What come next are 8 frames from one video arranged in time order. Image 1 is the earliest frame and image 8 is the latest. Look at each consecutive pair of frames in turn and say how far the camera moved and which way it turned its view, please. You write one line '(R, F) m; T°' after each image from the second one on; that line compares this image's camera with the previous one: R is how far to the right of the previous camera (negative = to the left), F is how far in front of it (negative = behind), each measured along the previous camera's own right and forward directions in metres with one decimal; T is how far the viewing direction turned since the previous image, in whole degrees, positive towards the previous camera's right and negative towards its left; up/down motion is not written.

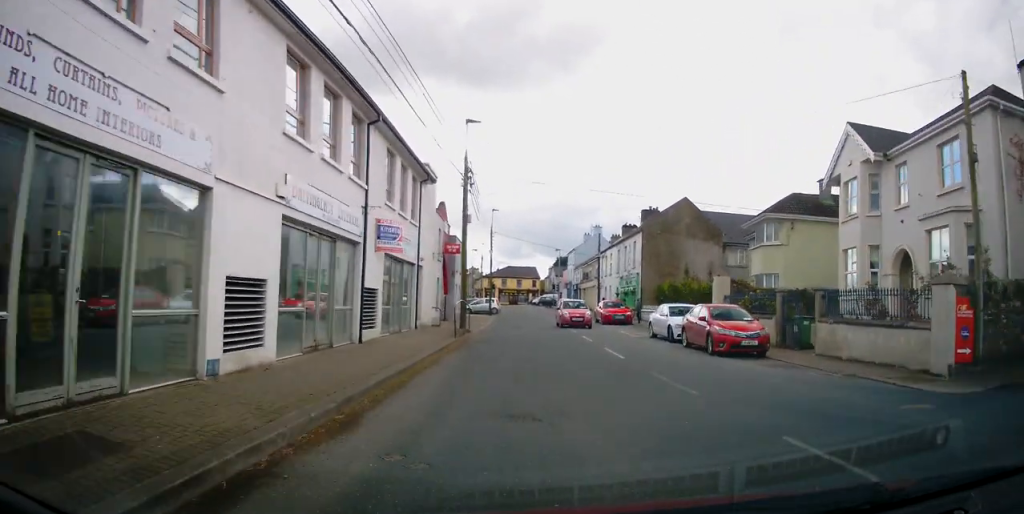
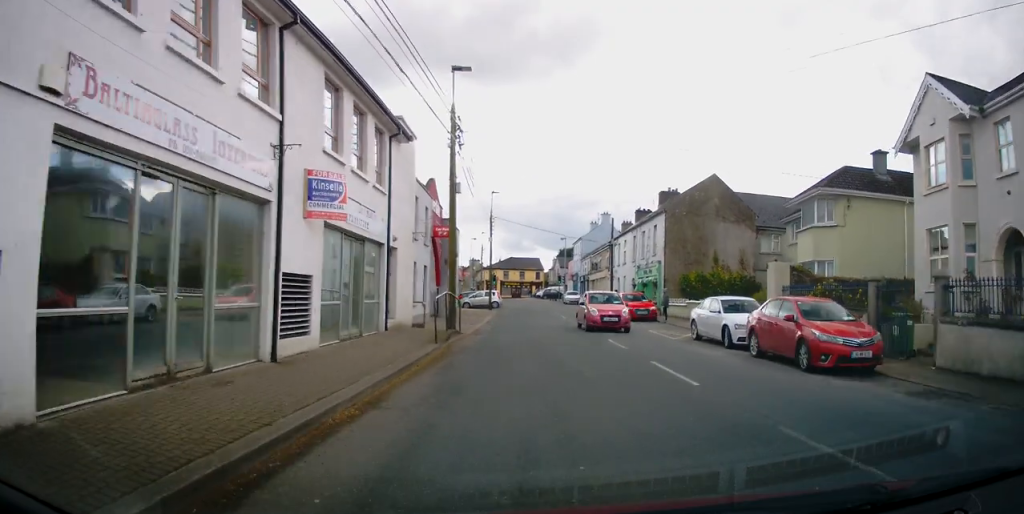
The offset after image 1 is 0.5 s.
(+0.1, +5.7) m; 0°
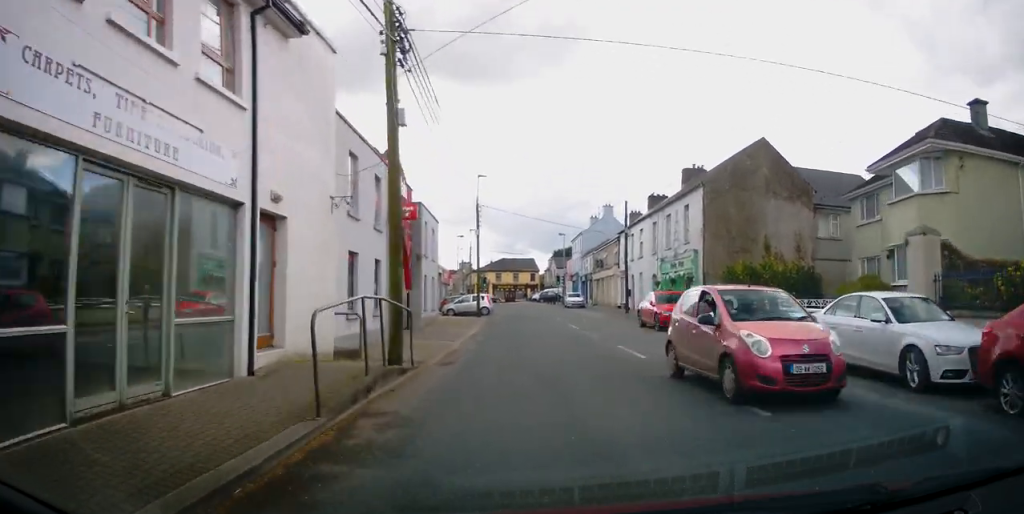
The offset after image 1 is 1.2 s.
(+0.1, +8.6) m; 0°
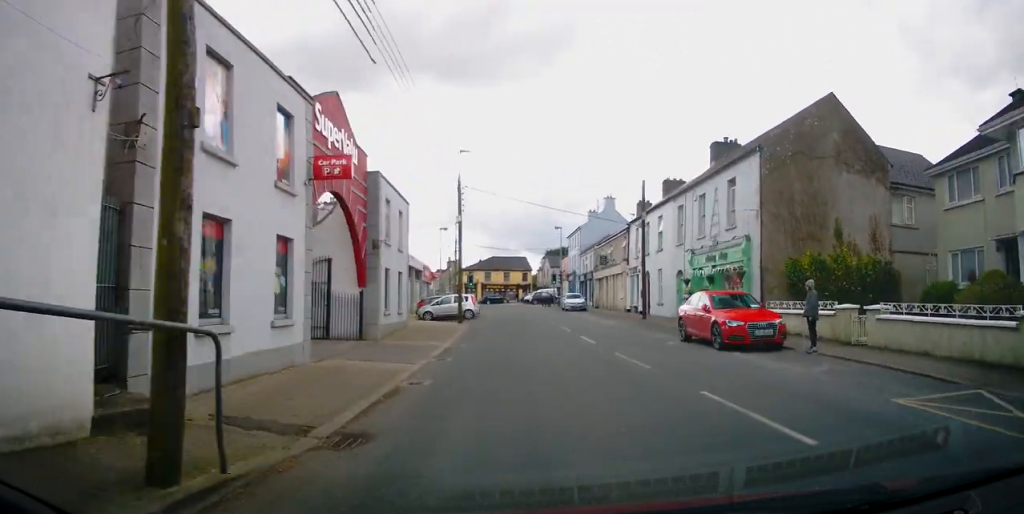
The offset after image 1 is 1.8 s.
(-0.1, +7.4) m; 0°
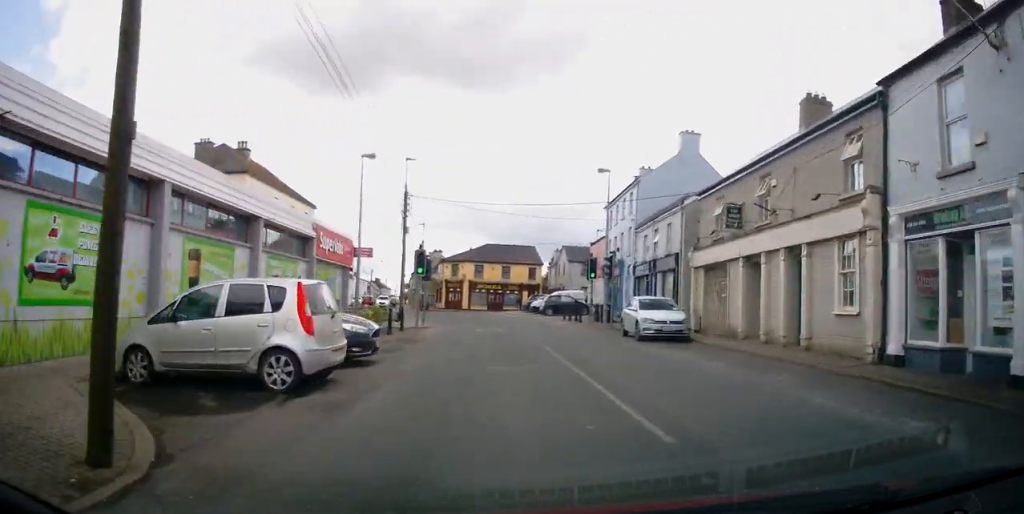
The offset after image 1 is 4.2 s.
(+0.3, +29.5) m; 0°
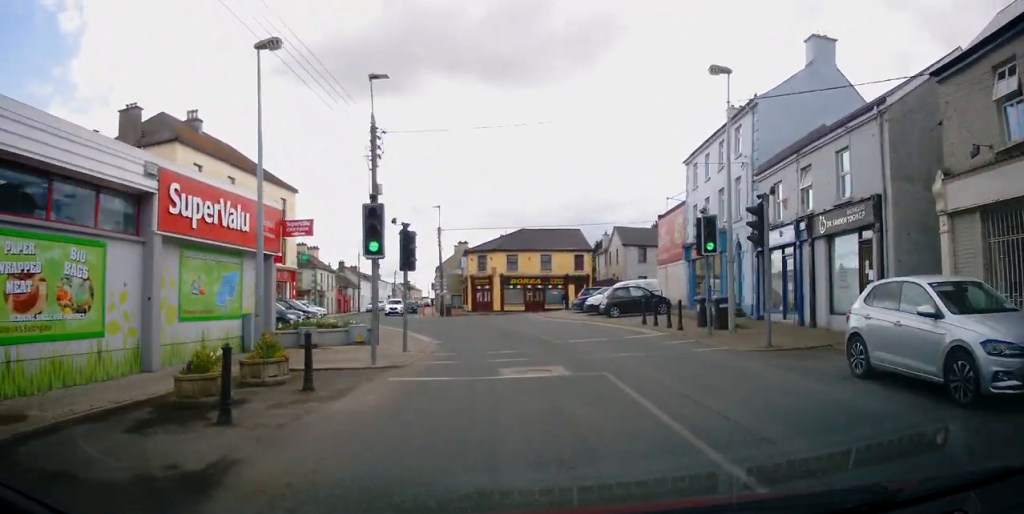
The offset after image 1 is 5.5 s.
(-0.2, +14.1) m; -2°
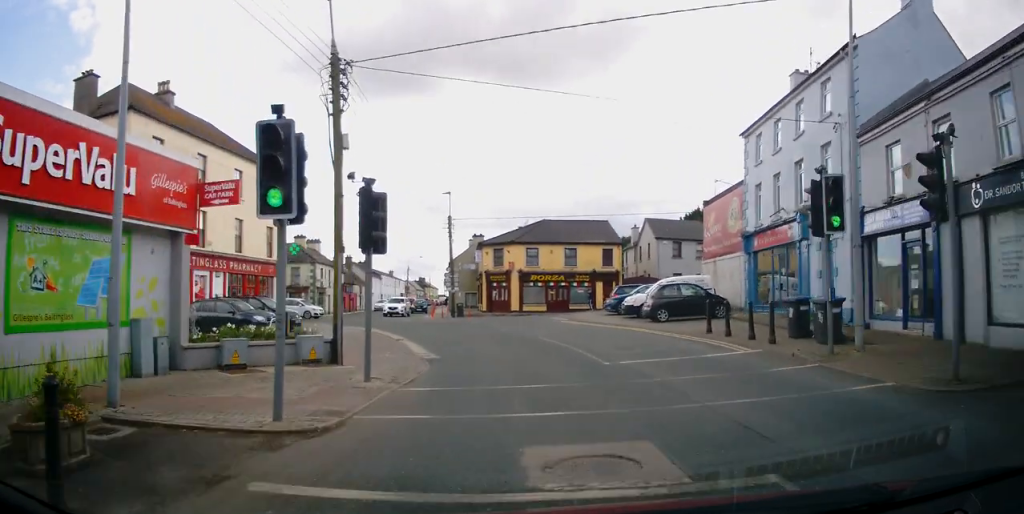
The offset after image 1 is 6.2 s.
(-0.1, +6.7) m; -1°
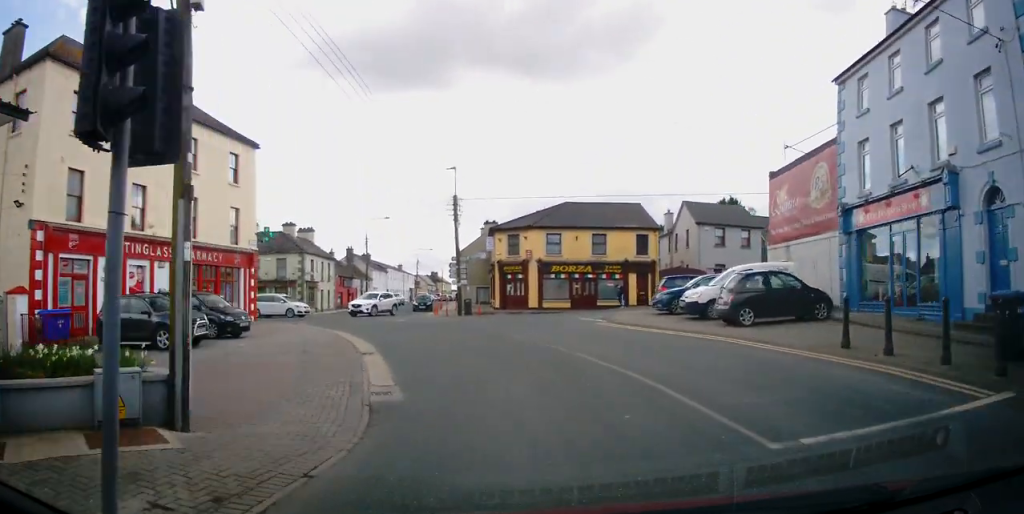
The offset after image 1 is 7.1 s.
(+0.1, +7.6) m; -1°
